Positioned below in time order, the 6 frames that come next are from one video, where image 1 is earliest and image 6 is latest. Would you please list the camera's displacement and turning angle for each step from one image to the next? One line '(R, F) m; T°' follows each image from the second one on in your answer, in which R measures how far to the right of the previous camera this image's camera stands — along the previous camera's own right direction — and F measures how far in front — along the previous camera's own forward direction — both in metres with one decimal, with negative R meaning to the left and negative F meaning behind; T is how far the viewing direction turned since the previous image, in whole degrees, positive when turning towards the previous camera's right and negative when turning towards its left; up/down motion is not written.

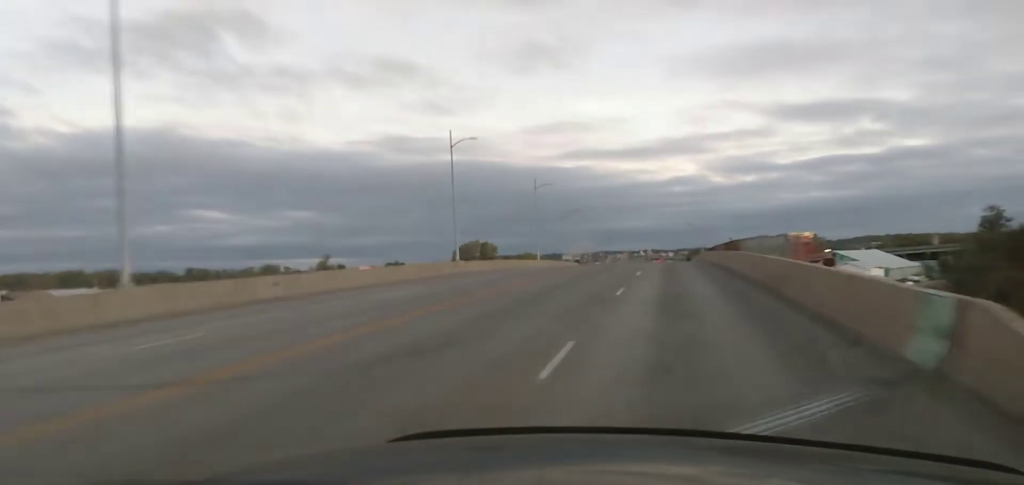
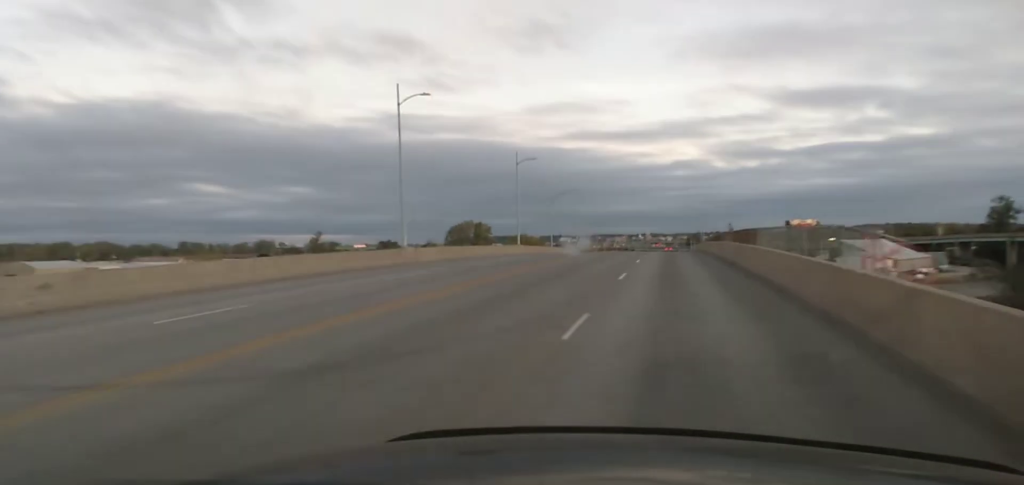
(0.0, +10.3) m; 0°
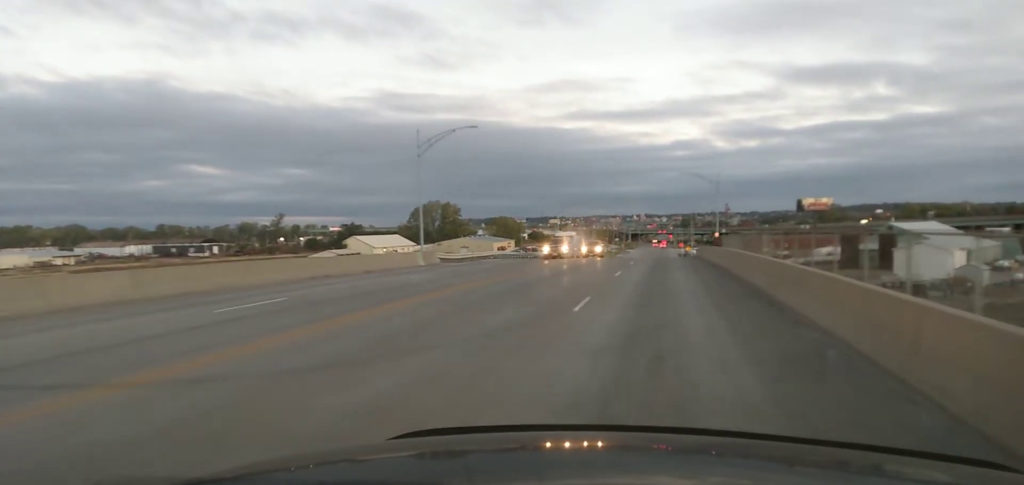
(+0.7, +59.5) m; -1°
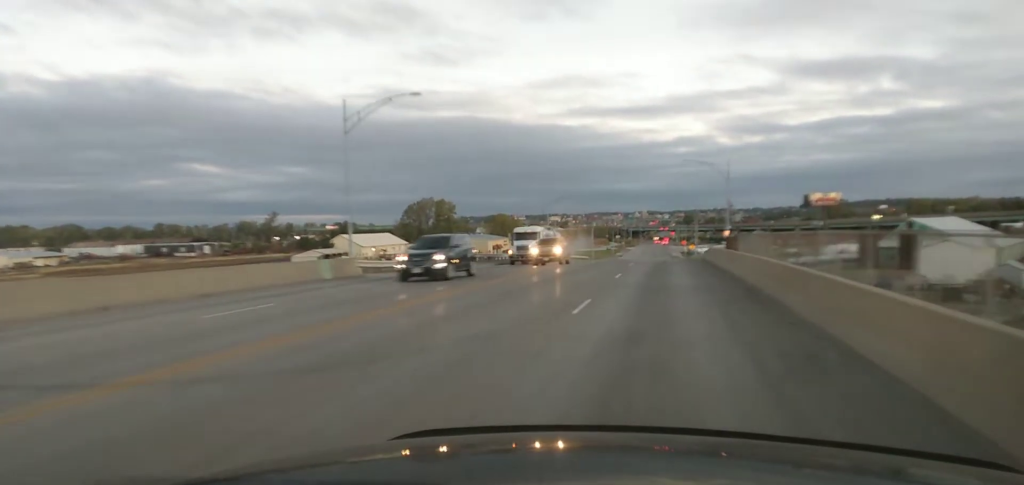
(-0.8, +12.3) m; -1°
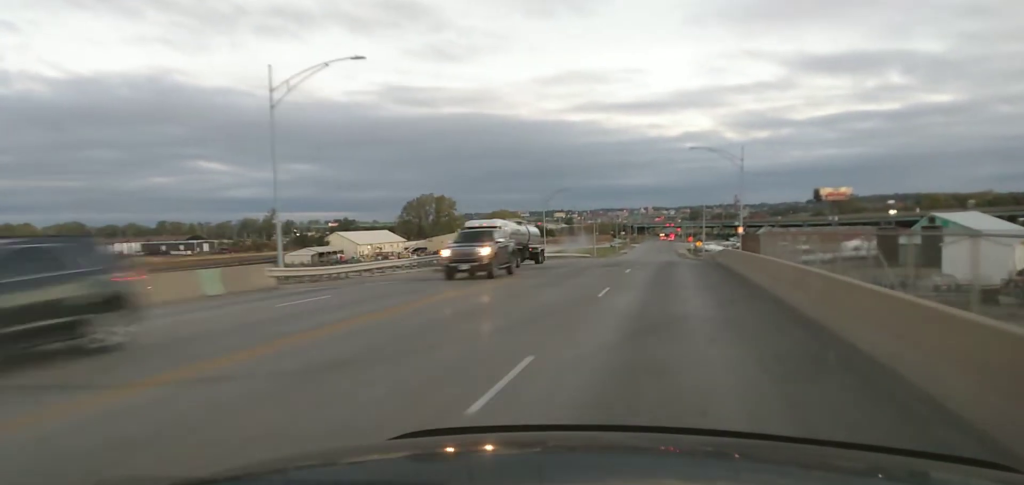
(+0.1, +6.4) m; +1°
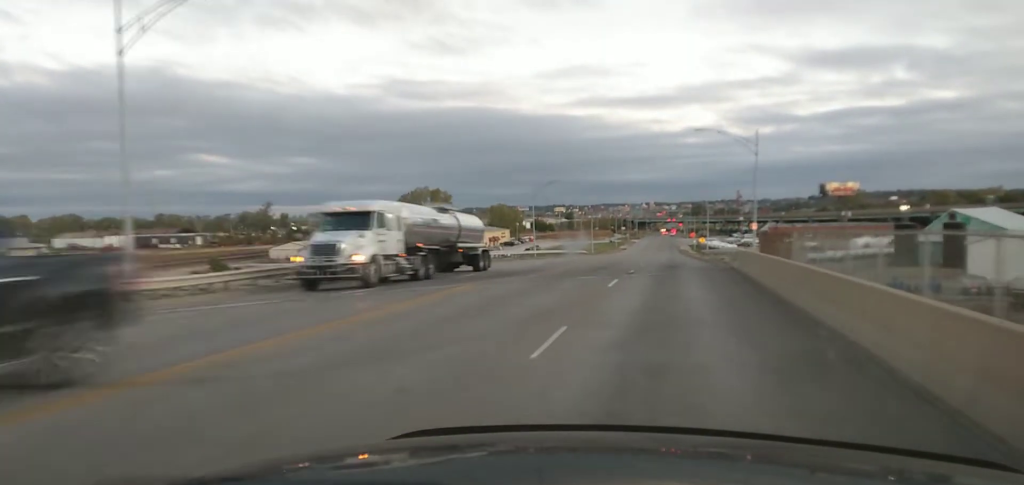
(+0.2, +10.1) m; +2°
